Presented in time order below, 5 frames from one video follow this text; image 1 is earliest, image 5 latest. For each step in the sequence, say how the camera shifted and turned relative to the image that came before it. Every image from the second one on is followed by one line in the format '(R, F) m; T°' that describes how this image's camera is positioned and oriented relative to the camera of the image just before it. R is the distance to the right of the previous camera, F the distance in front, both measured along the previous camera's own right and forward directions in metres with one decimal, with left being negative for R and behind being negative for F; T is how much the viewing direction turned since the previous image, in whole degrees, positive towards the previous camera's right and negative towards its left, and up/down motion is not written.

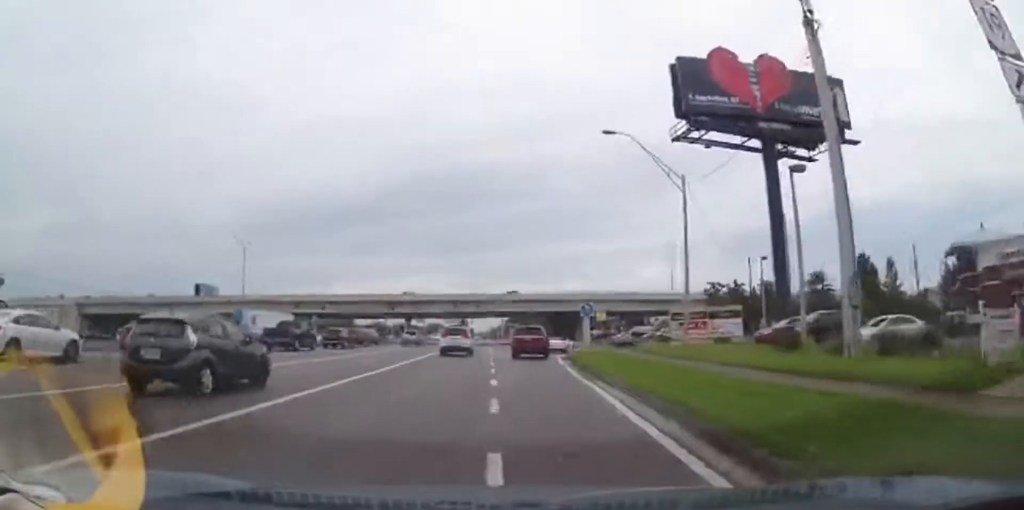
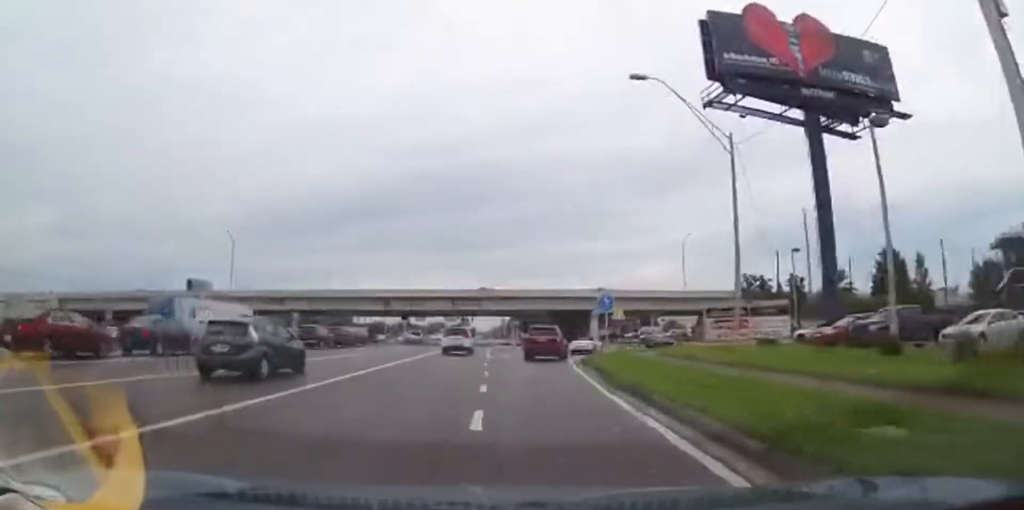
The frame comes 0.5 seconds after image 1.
(0.0, +6.7) m; 0°
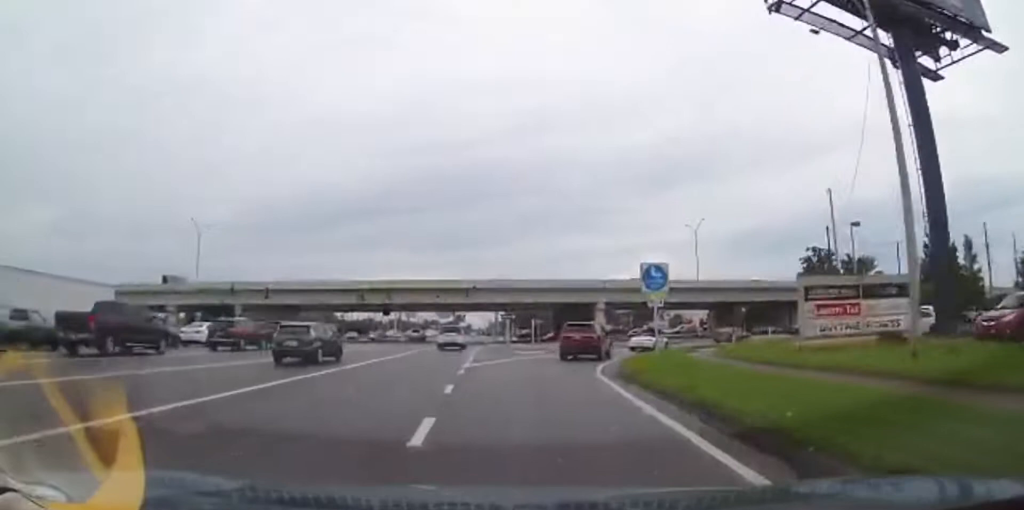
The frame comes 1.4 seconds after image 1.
(+0.1, +11.4) m; 0°
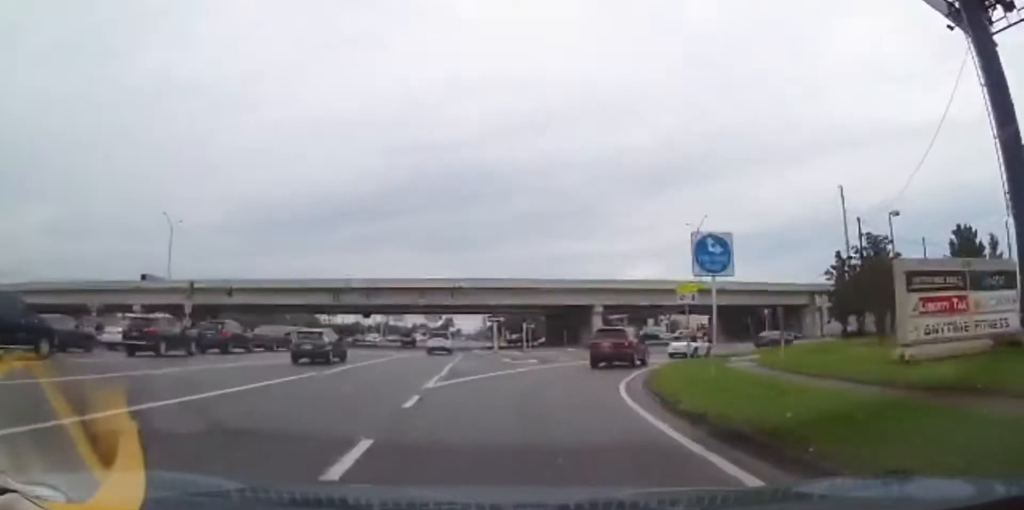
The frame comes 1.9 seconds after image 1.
(0.0, +6.4) m; +1°
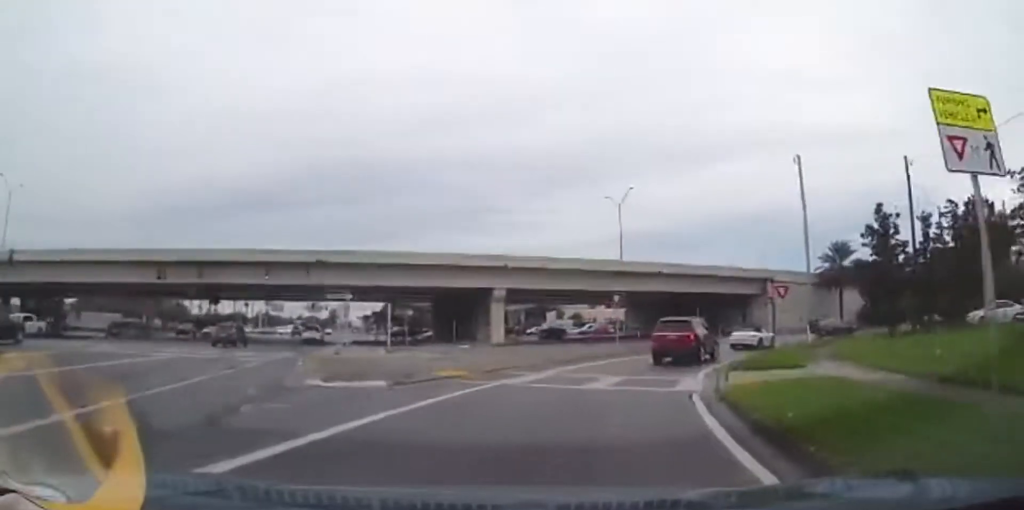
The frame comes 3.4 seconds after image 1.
(+0.7, +16.8) m; +7°
